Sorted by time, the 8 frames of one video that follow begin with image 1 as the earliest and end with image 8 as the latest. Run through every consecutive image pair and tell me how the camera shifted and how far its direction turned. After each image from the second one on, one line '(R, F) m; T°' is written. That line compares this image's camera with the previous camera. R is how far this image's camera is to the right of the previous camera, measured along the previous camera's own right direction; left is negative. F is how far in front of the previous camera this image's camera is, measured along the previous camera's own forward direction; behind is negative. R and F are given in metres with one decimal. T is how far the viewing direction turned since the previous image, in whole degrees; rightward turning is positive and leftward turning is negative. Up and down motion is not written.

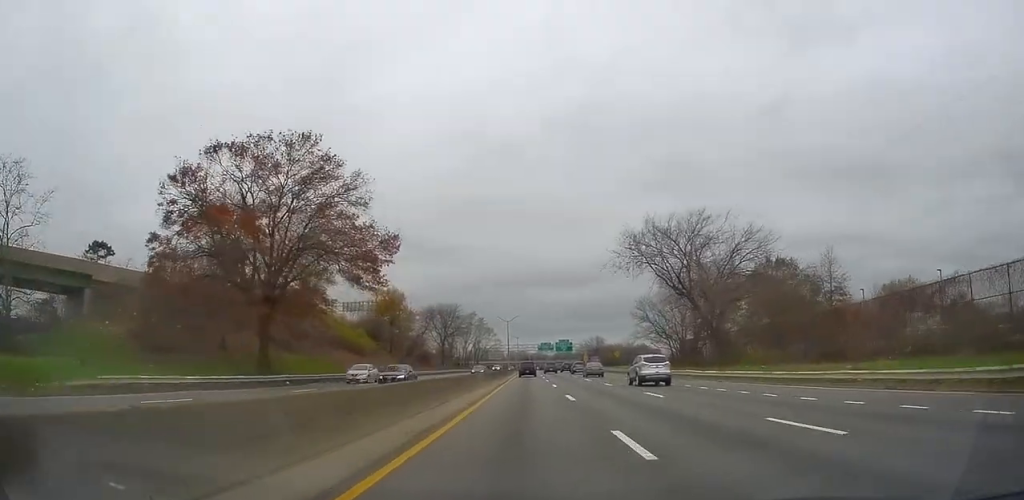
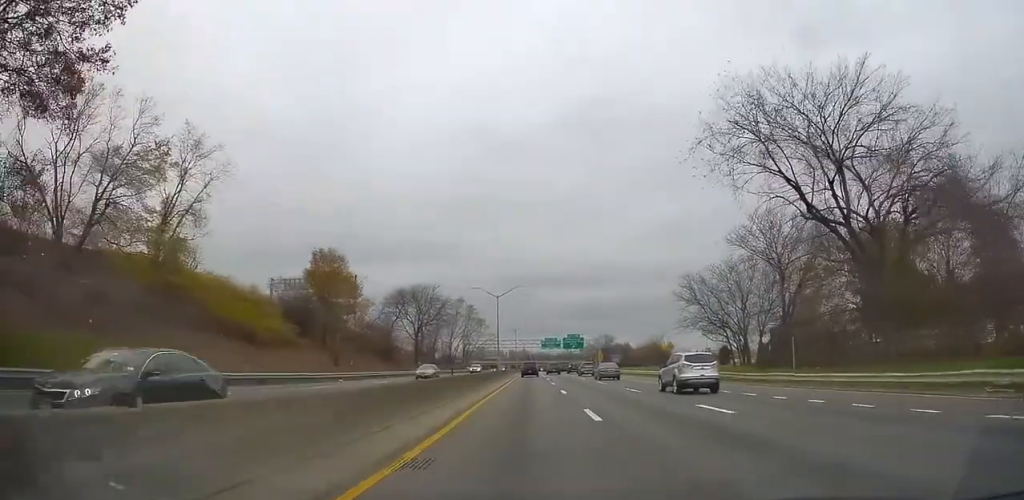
(+0.1, +33.8) m; 0°
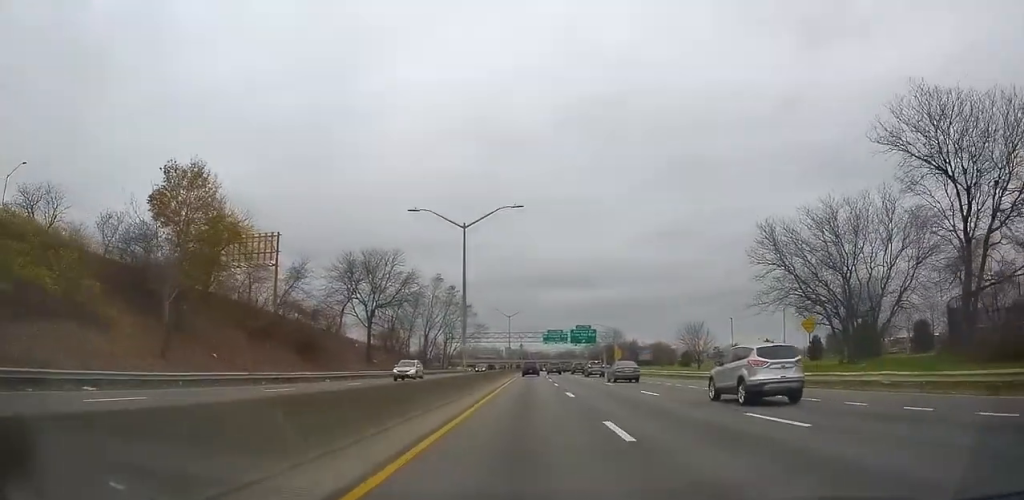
(-0.2, +30.3) m; 0°
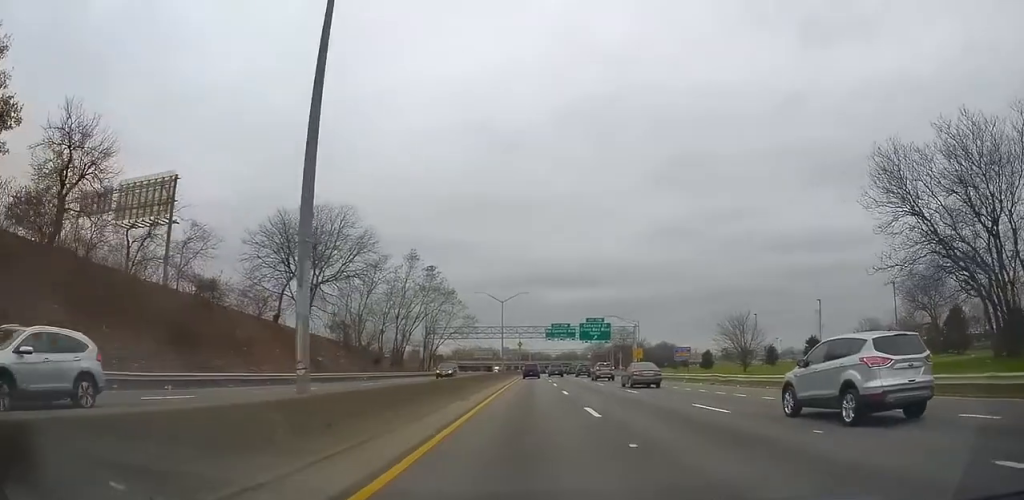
(0.0, +21.4) m; 0°
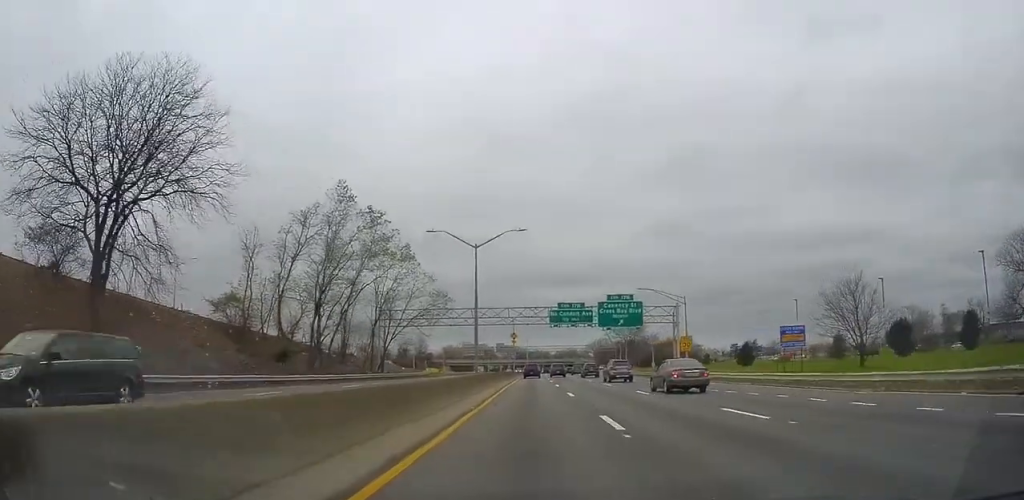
(+0.1, +28.7) m; 0°
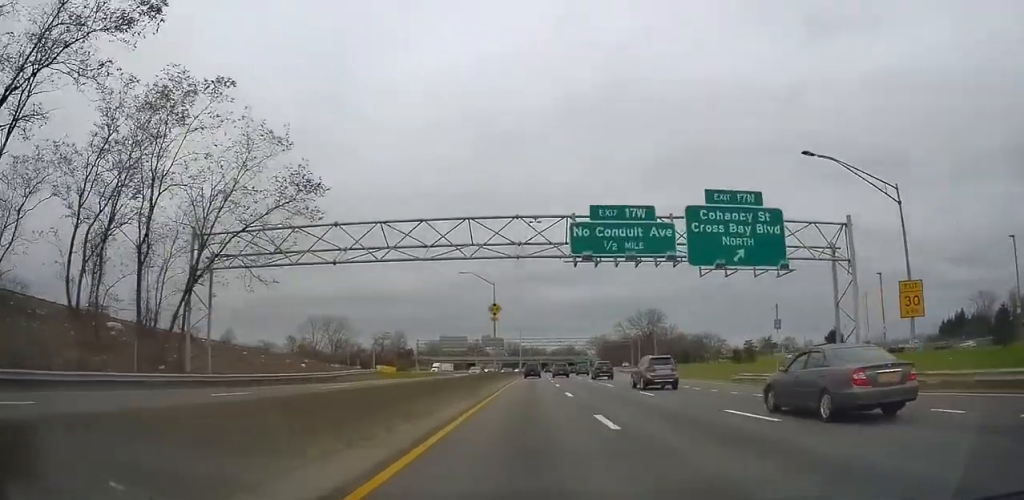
(-0.4, +39.2) m; -1°
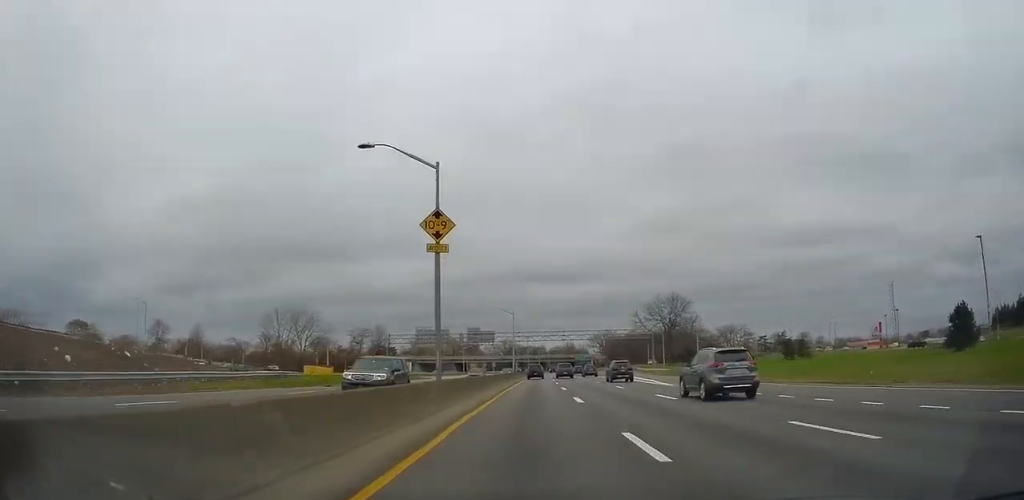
(+0.2, +29.6) m; +2°
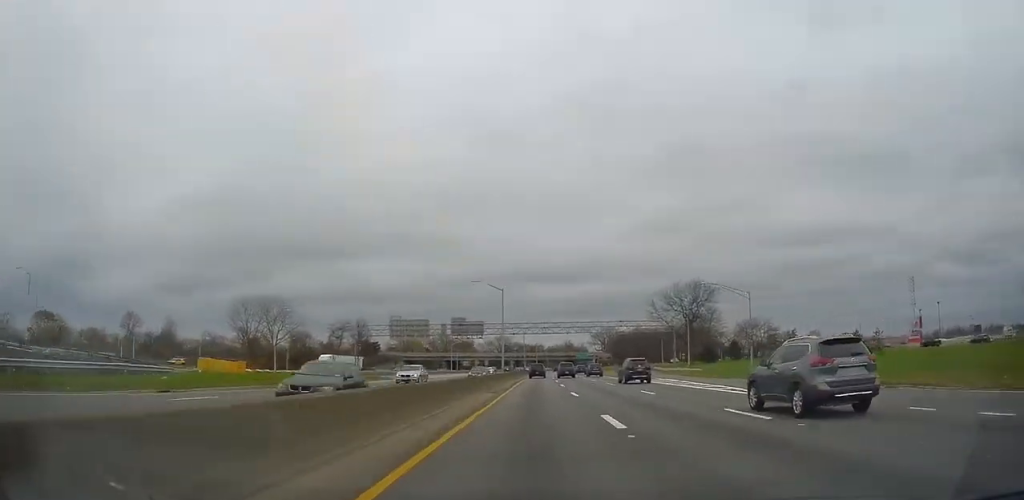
(+0.4, +21.4) m; +1°
